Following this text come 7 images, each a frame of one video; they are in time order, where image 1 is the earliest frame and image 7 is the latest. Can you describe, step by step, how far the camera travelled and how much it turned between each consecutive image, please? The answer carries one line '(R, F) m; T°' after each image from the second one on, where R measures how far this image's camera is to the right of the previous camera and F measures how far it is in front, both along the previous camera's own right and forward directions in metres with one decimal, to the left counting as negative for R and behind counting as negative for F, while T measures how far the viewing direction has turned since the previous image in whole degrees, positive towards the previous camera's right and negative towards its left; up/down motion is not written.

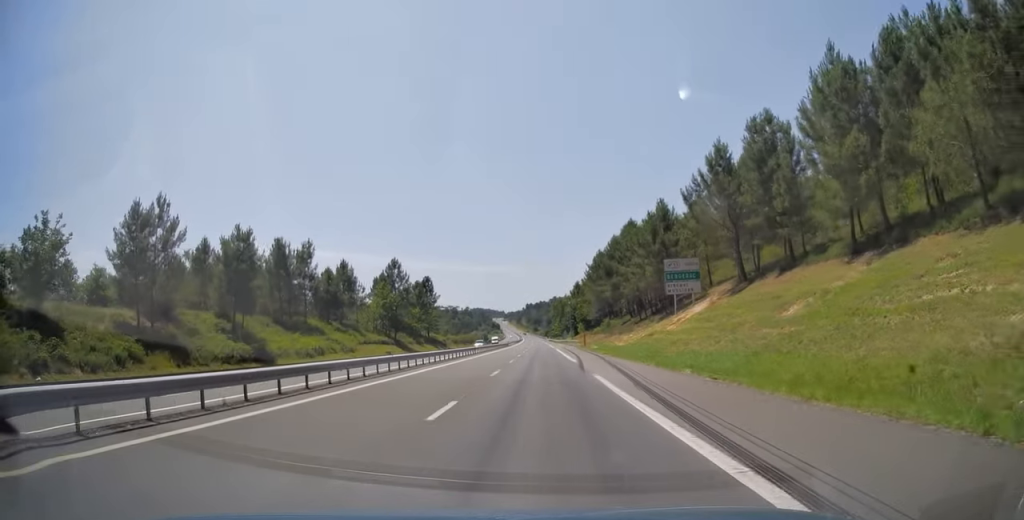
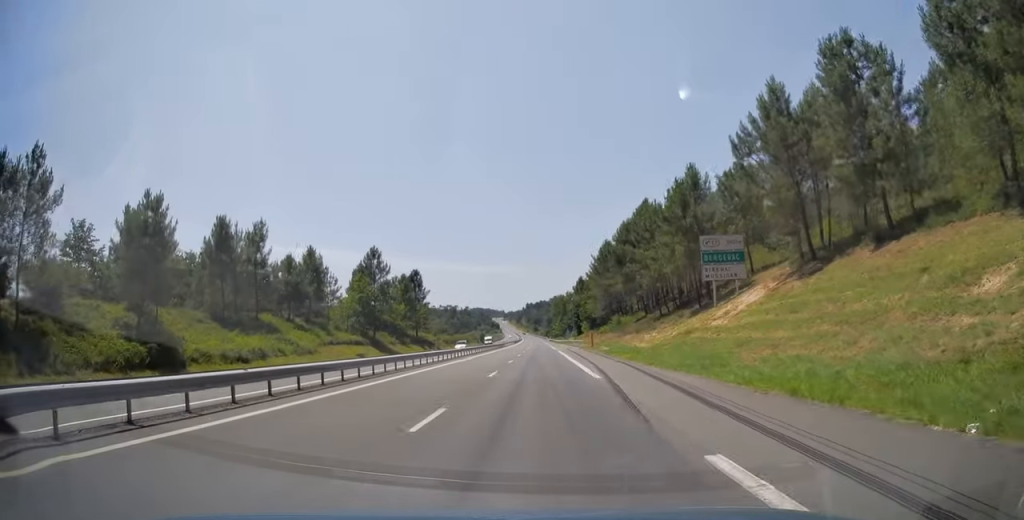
(0.0, +14.5) m; 0°
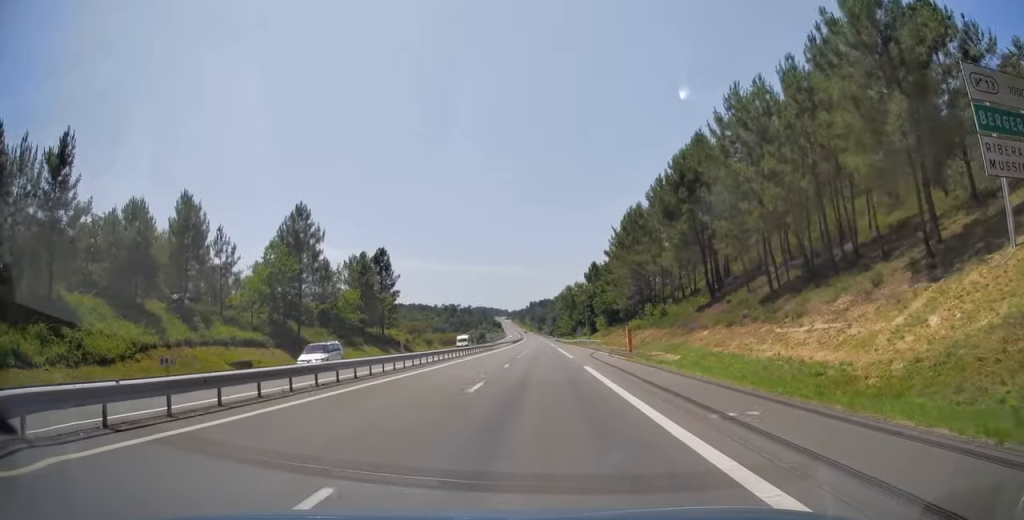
(+0.2, +32.8) m; 0°
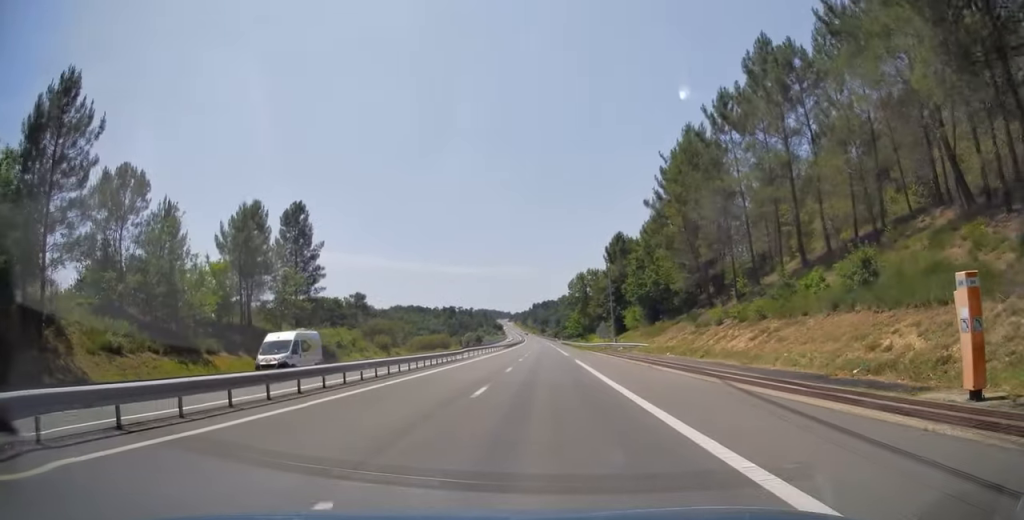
(-0.2, +39.8) m; 0°
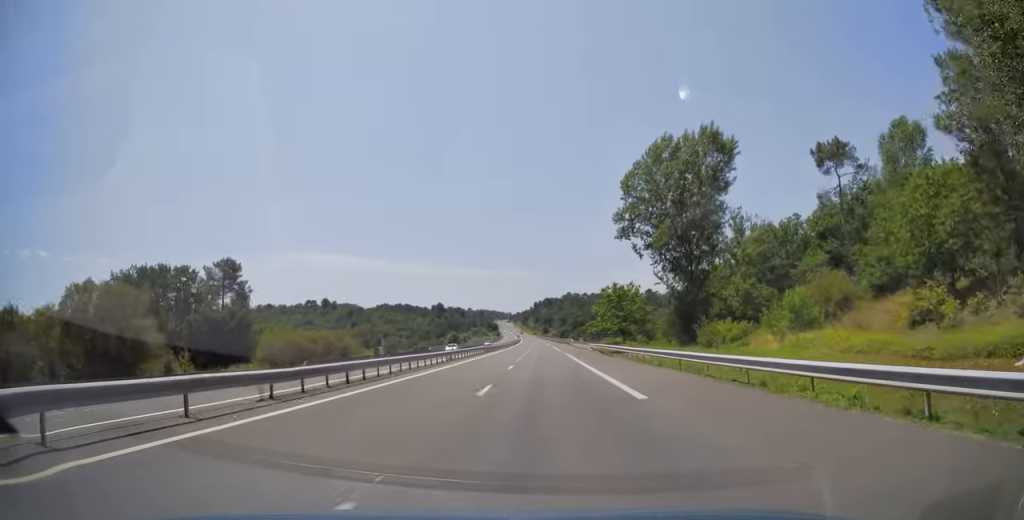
(-0.7, +91.9) m; -1°
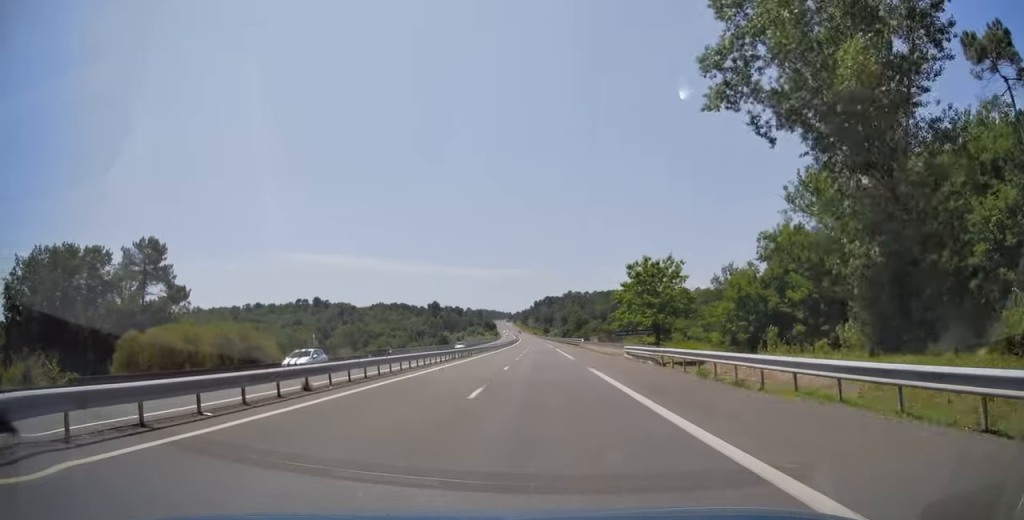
(0.0, +27.4) m; 0°
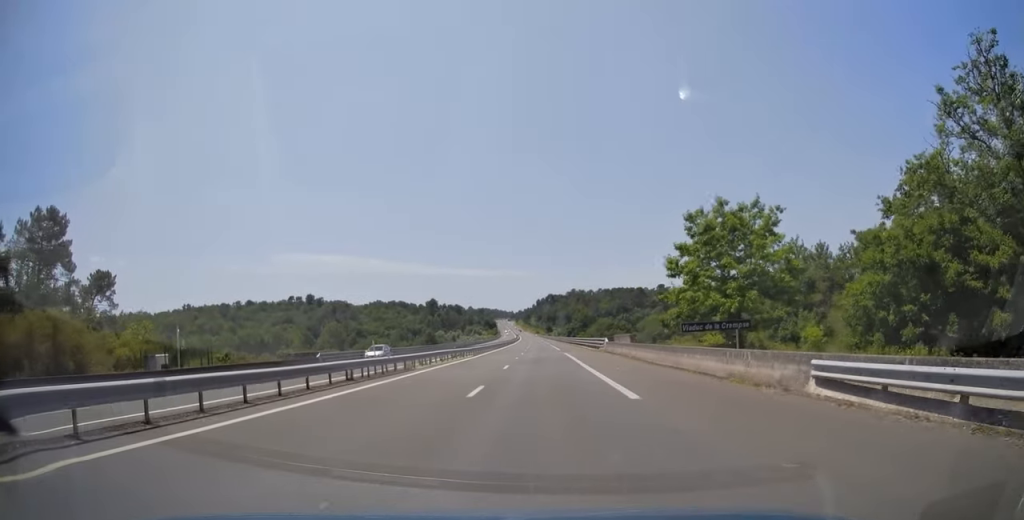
(+0.2, +25.8) m; 0°
